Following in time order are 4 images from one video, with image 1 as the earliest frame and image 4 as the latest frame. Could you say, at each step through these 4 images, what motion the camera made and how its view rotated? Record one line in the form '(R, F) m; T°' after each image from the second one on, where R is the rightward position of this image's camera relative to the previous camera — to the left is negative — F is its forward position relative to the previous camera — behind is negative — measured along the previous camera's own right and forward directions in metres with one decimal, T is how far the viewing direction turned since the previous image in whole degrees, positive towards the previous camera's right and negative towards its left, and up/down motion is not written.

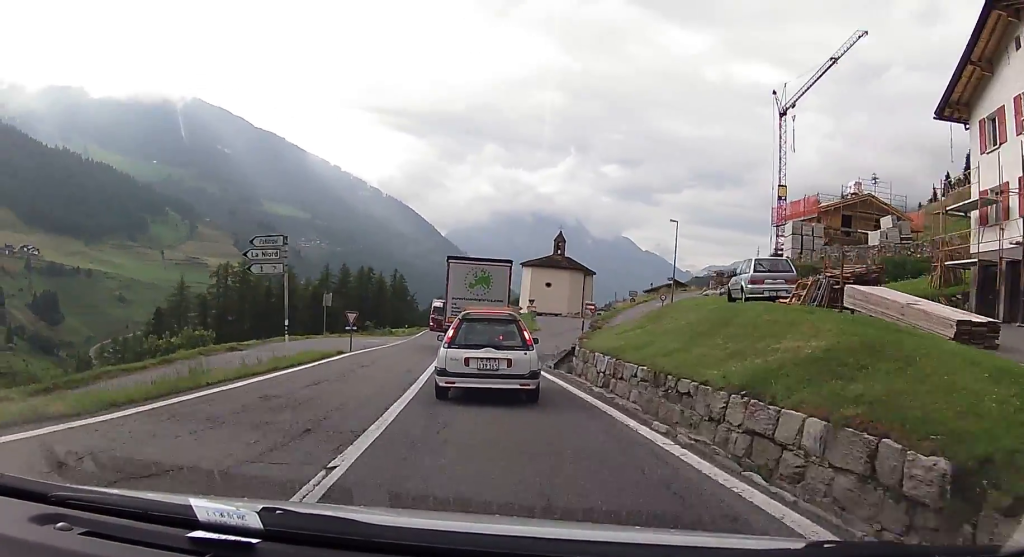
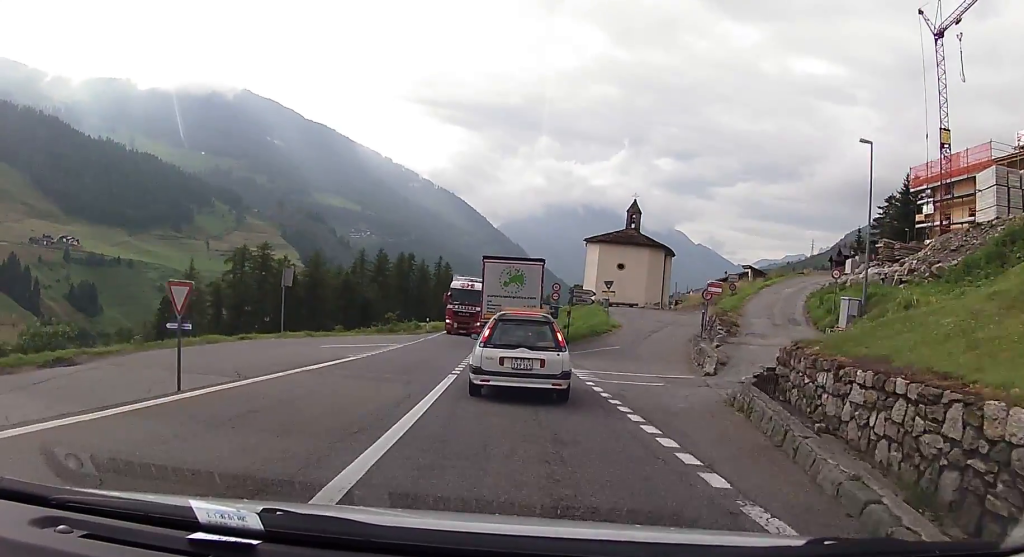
(-0.6, +18.6) m; -1°
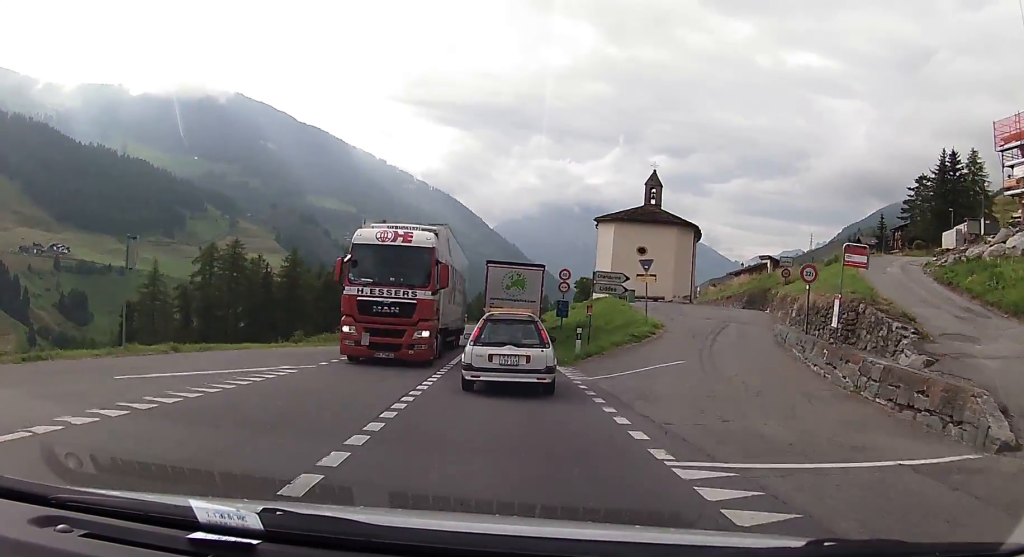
(+0.2, +12.3) m; 0°
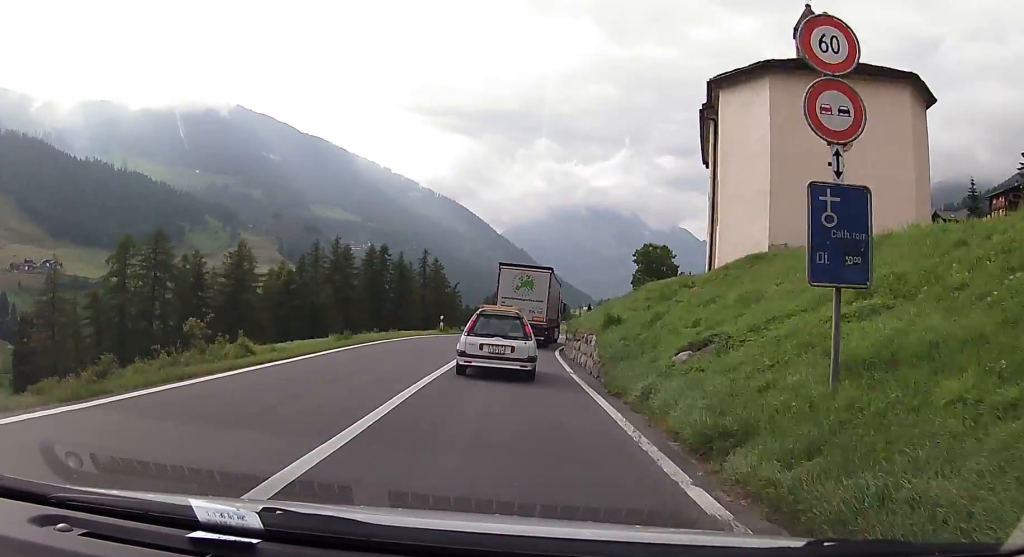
(-0.7, +33.5) m; -2°
